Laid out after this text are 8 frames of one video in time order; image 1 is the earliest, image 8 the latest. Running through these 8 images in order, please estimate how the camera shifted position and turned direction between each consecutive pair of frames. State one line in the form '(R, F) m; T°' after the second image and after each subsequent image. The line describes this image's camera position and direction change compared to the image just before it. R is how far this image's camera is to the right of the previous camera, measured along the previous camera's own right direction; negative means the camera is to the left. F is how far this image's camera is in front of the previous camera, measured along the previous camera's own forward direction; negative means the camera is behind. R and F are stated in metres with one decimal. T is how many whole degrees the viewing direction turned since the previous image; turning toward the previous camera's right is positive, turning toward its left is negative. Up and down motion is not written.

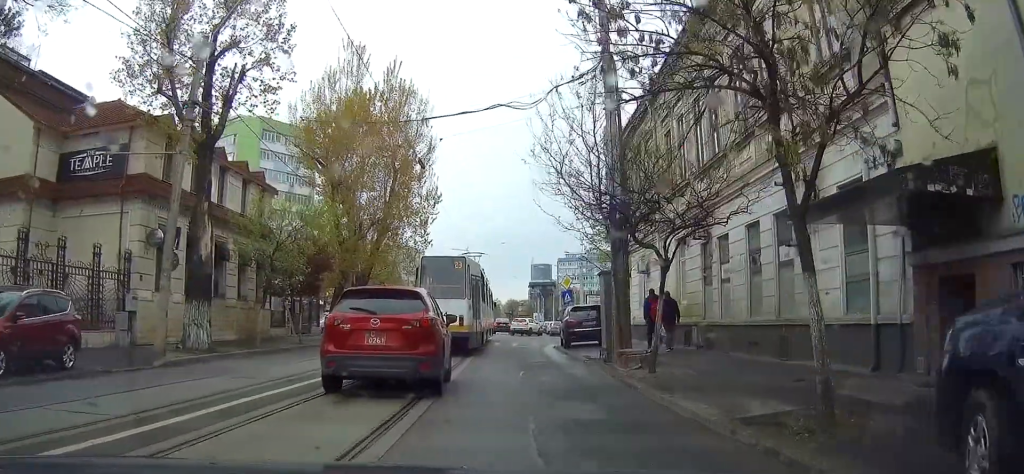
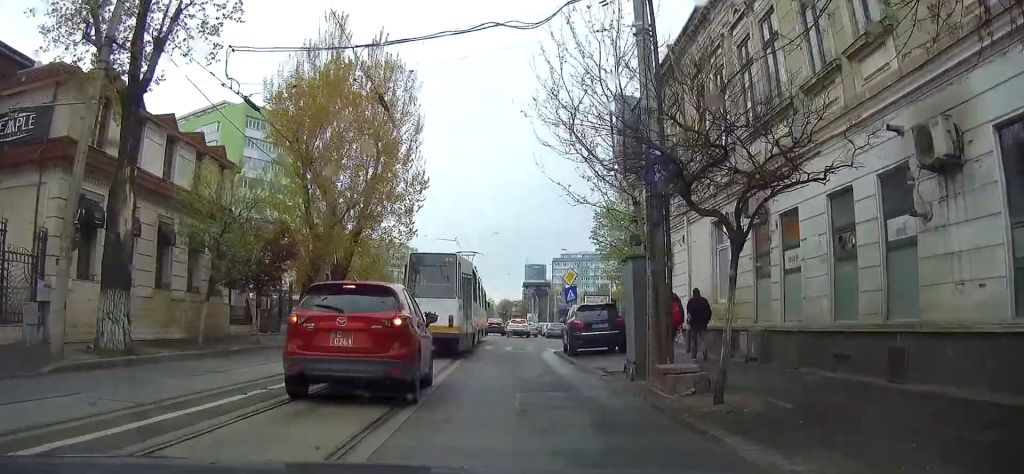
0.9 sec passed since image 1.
(-0.1, +5.0) m; 0°
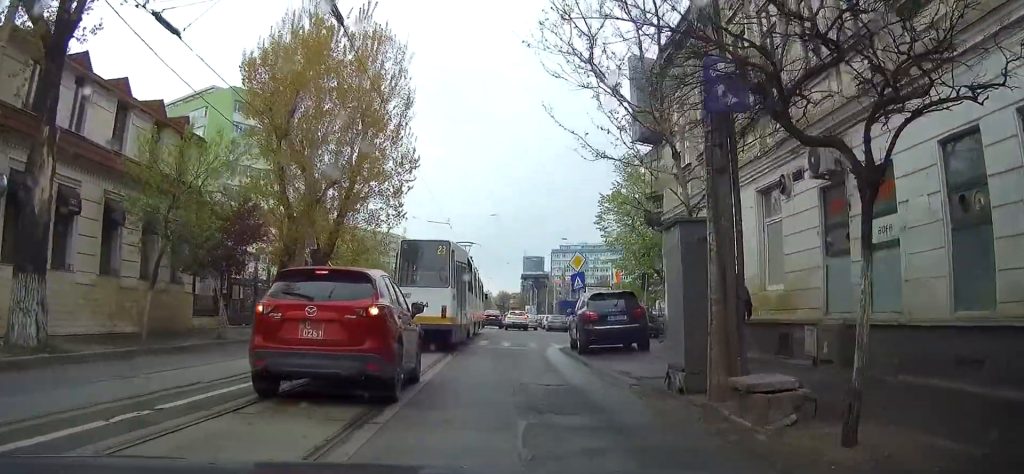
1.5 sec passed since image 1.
(0.0, +3.9) m; +2°
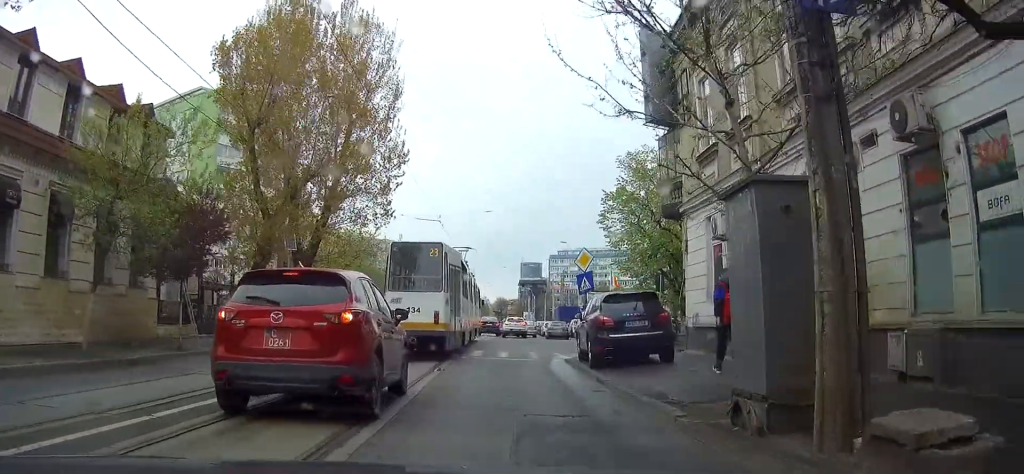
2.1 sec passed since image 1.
(+0.1, +3.1) m; +3°
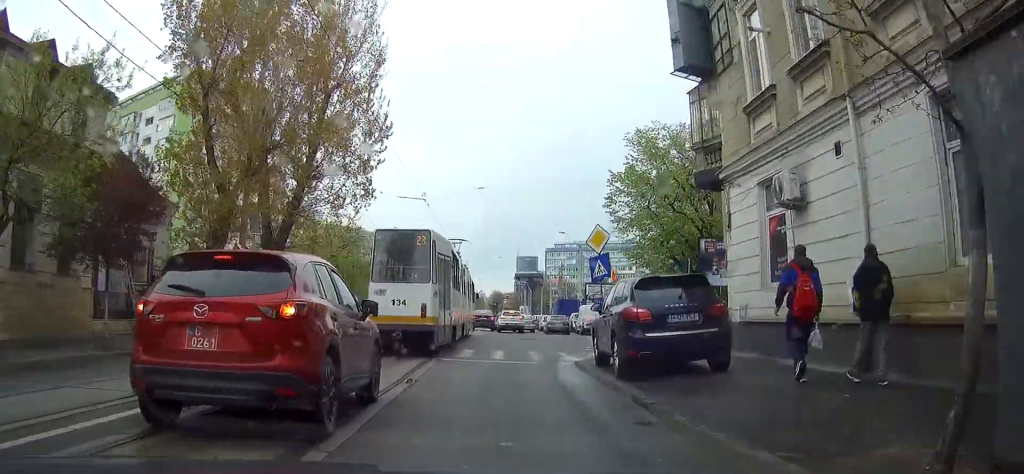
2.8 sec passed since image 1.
(+0.1, +4.3) m; +4°
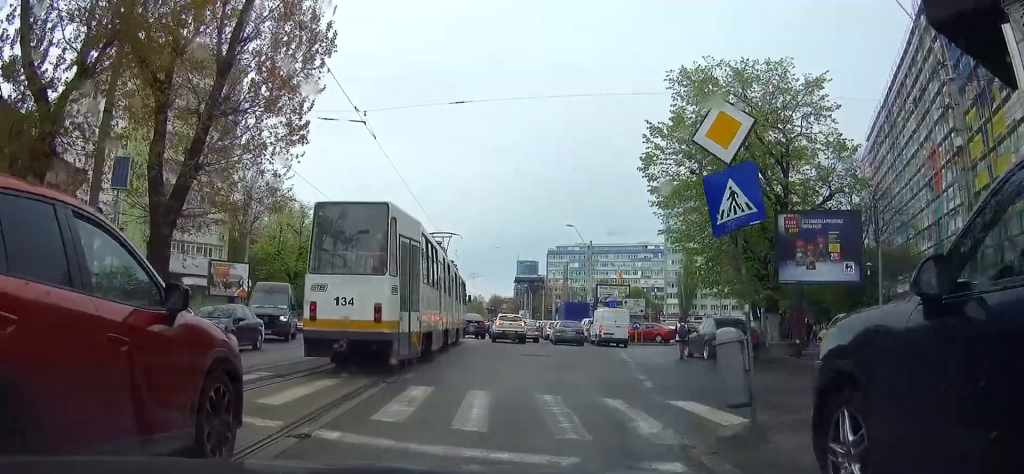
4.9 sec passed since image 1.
(+0.5, +10.6) m; 0°
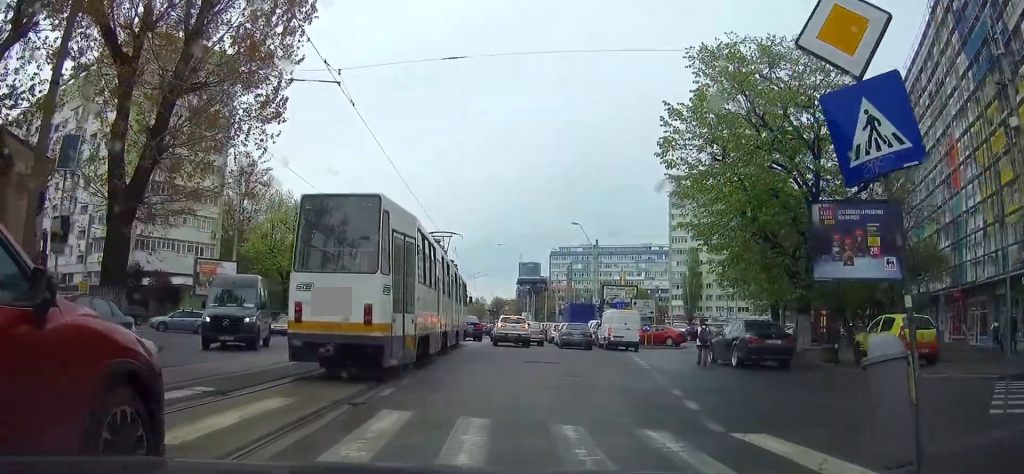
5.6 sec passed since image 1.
(-0.1, +2.9) m; -2°
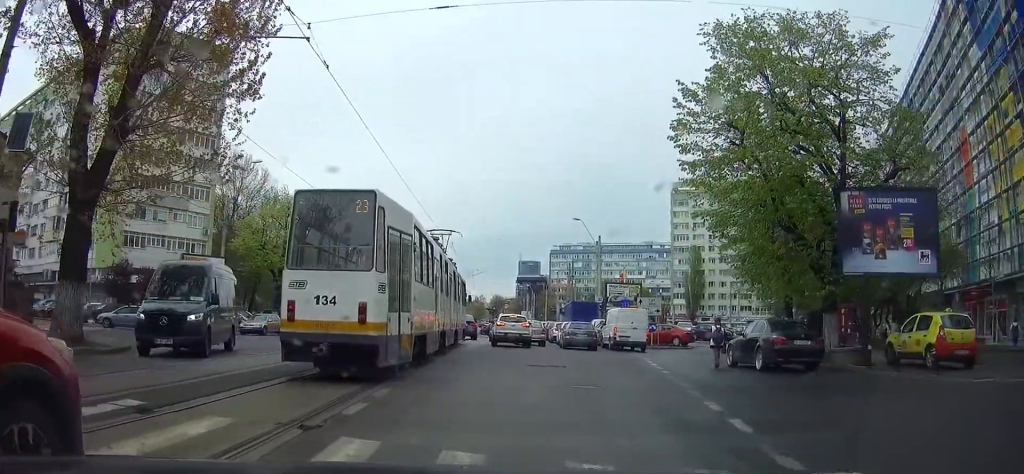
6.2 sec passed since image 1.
(0.0, +2.4) m; +3°
